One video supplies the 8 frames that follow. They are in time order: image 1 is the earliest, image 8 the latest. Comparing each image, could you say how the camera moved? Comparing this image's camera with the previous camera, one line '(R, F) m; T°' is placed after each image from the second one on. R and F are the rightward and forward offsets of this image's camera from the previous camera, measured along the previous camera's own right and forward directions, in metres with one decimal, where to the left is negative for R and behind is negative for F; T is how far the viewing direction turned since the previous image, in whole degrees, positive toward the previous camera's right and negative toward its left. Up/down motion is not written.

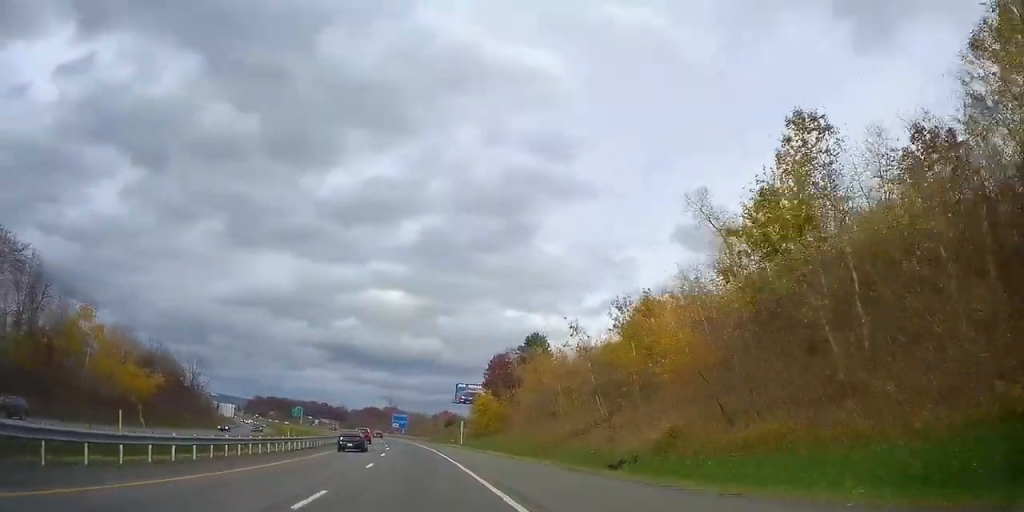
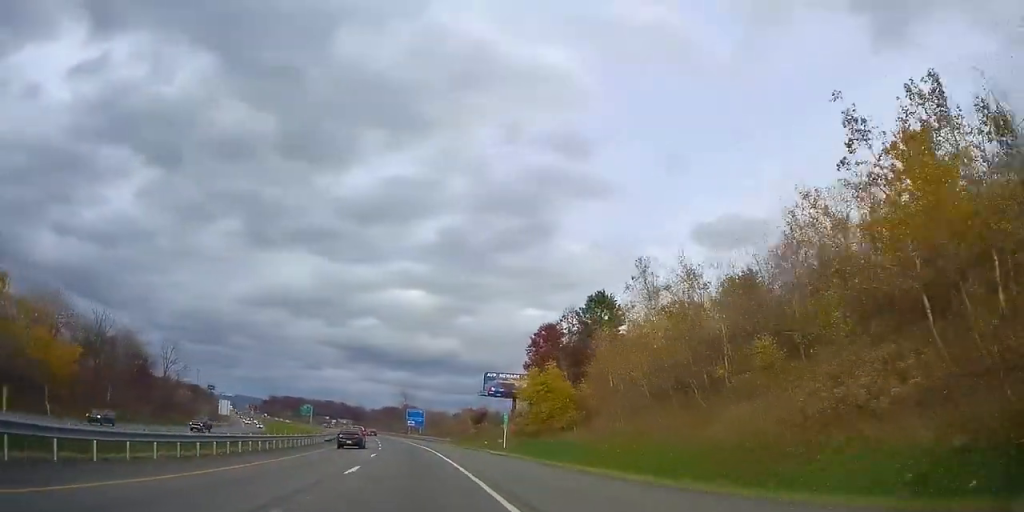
(-1.8, +28.4) m; -5°
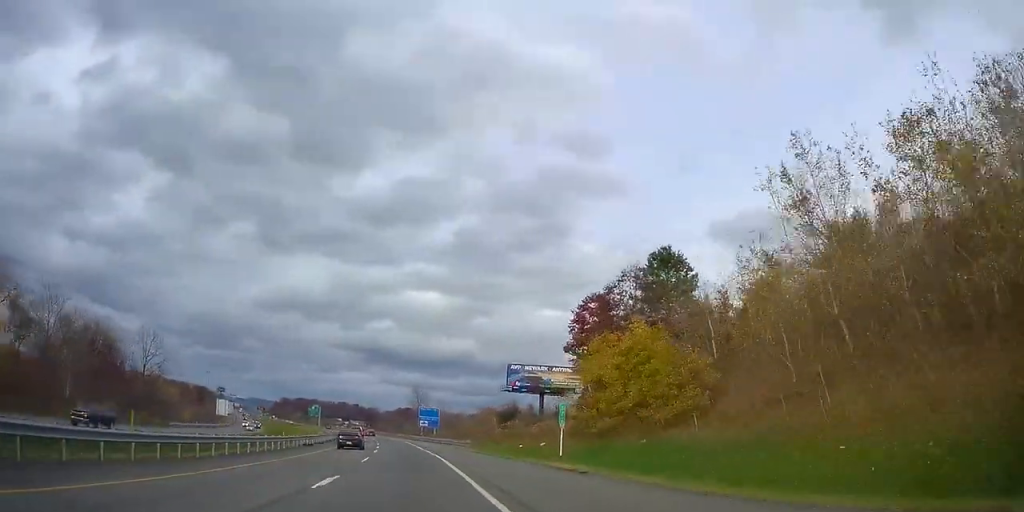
(-0.2, +16.9) m; -1°
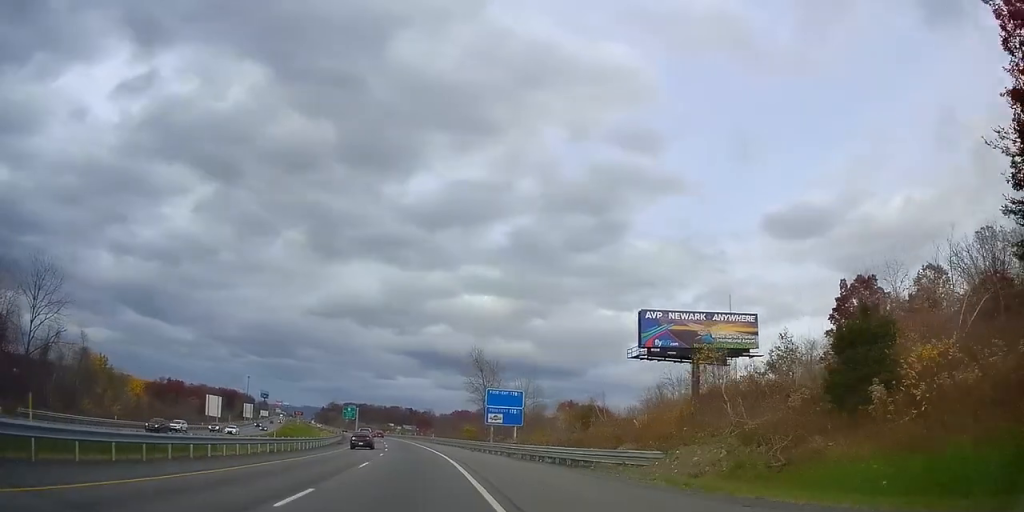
(-2.6, +52.0) m; -7°
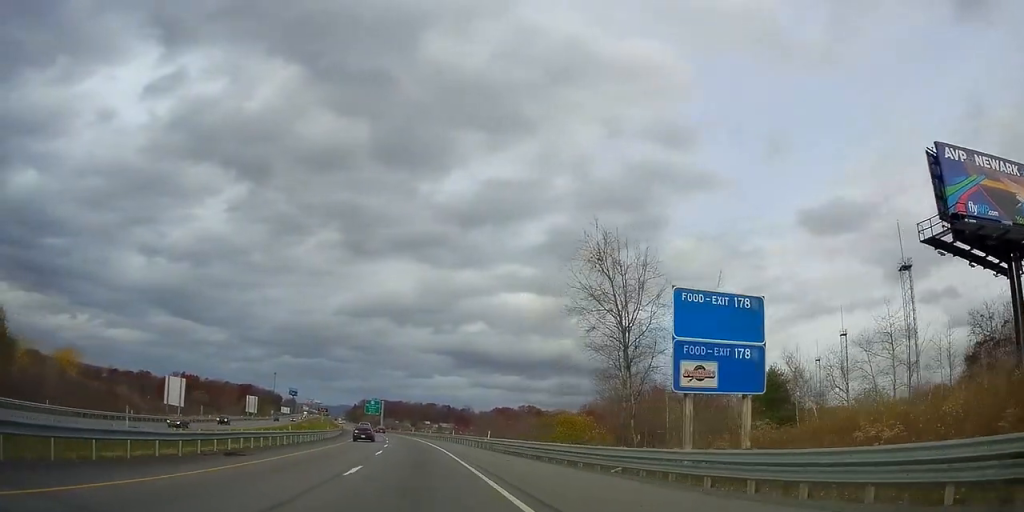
(-2.1, +42.9) m; -4°
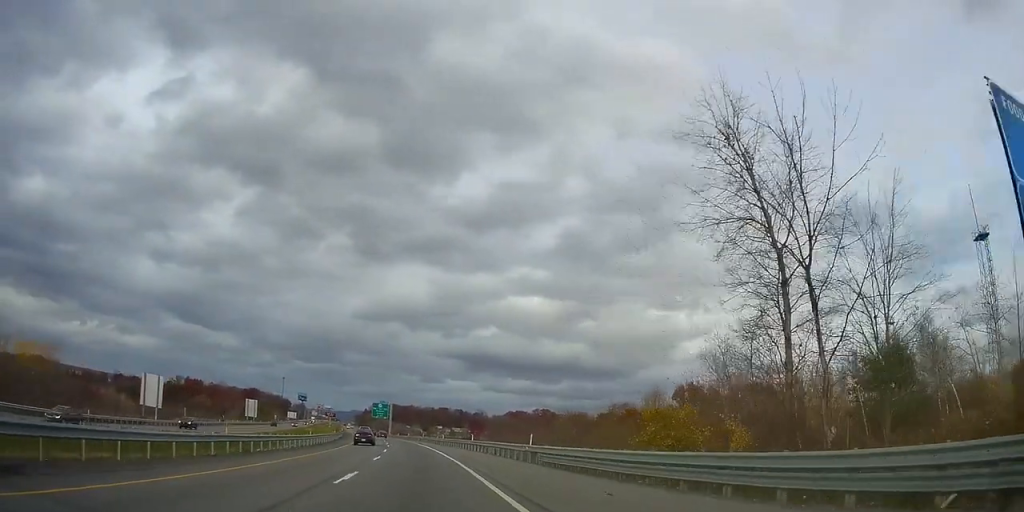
(0.0, +14.1) m; 0°
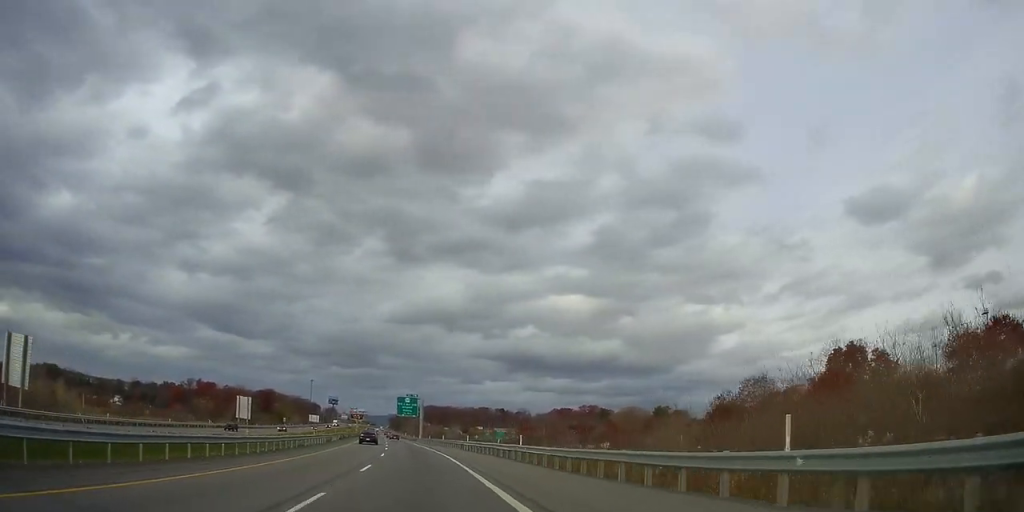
(-0.2, +43.7) m; -3°
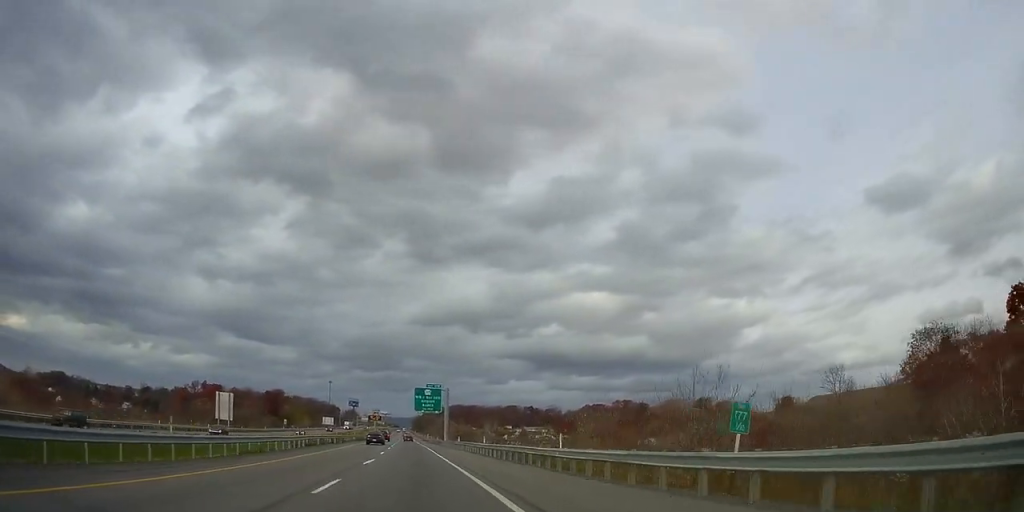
(-1.8, +32.4) m; -5°
